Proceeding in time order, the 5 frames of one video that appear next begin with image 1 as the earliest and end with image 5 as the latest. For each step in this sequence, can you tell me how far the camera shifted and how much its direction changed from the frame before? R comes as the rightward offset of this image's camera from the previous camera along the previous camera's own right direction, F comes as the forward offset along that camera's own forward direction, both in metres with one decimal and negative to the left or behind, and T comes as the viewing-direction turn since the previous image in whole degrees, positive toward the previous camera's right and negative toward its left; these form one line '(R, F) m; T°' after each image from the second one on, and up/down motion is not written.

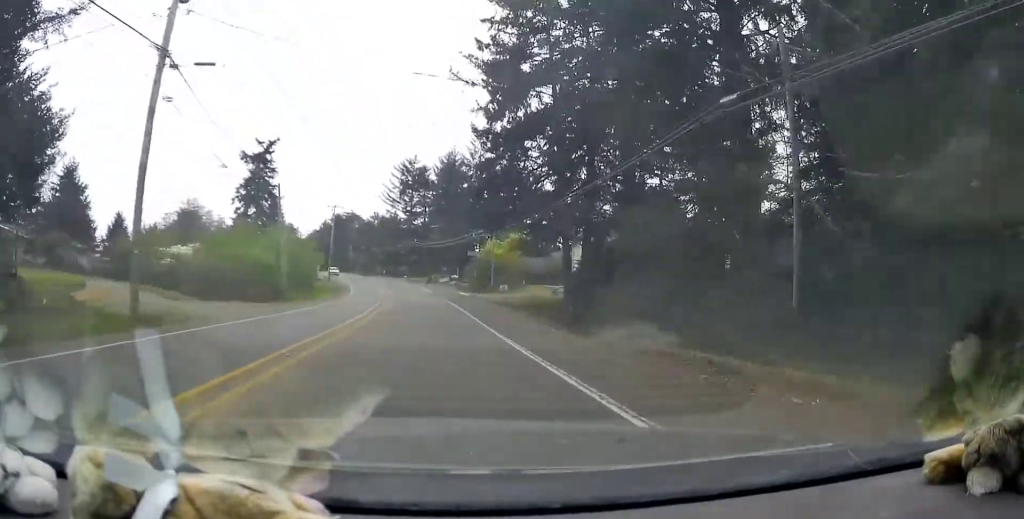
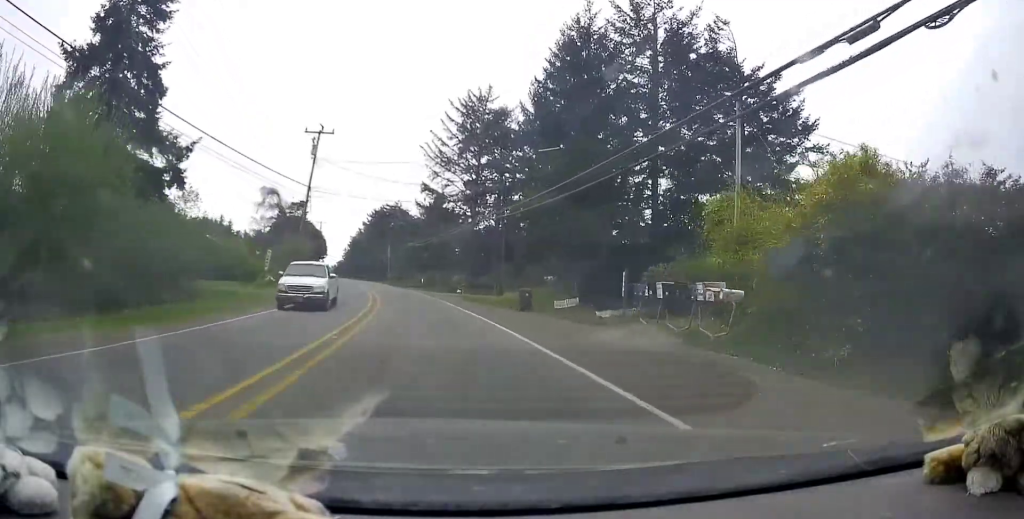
(-1.1, +50.7) m; -1°
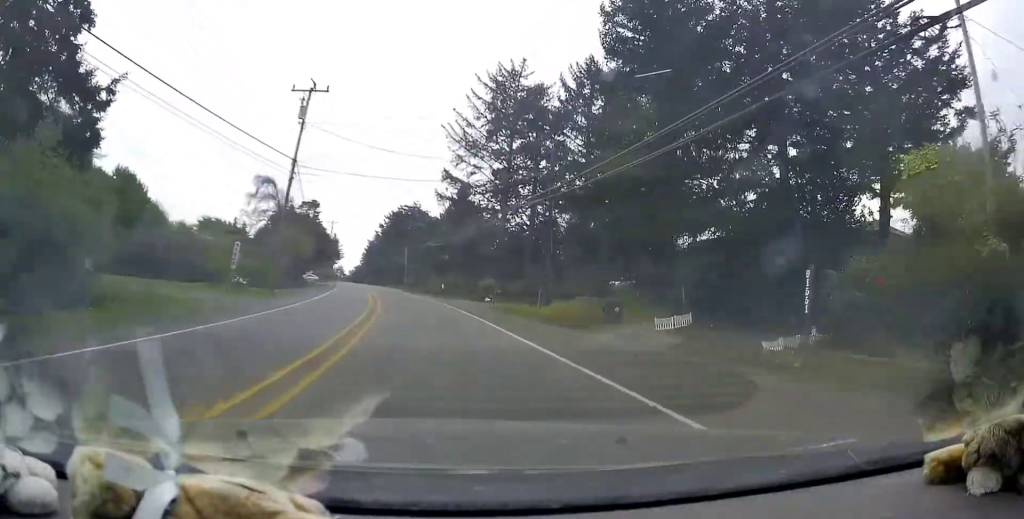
(+0.1, +11.5) m; -1°
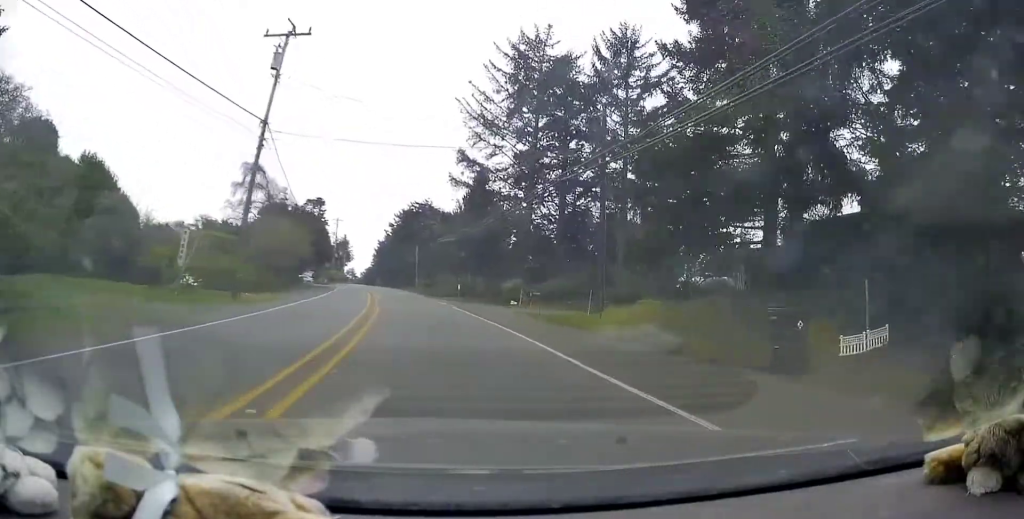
(0.0, +8.6) m; -3°
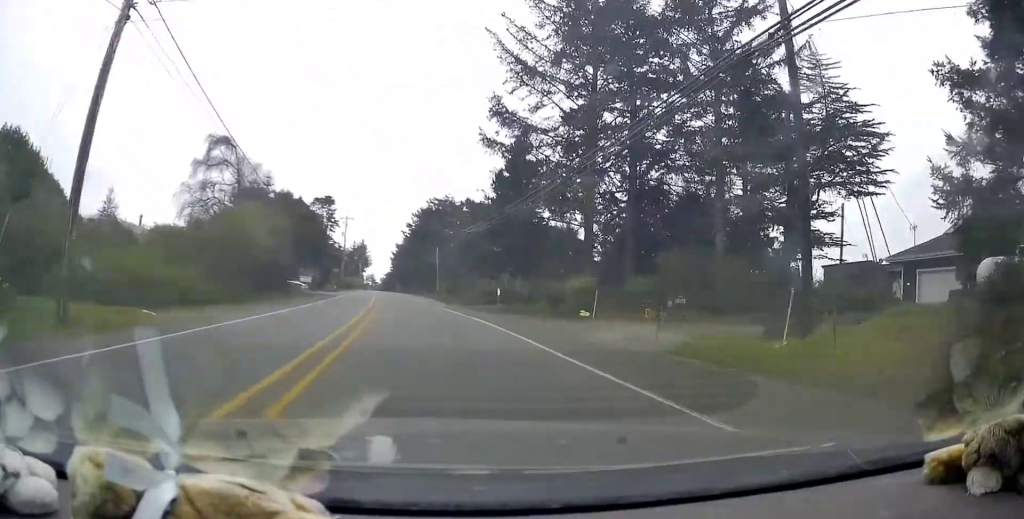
(-0.7, +13.6) m; -4°
